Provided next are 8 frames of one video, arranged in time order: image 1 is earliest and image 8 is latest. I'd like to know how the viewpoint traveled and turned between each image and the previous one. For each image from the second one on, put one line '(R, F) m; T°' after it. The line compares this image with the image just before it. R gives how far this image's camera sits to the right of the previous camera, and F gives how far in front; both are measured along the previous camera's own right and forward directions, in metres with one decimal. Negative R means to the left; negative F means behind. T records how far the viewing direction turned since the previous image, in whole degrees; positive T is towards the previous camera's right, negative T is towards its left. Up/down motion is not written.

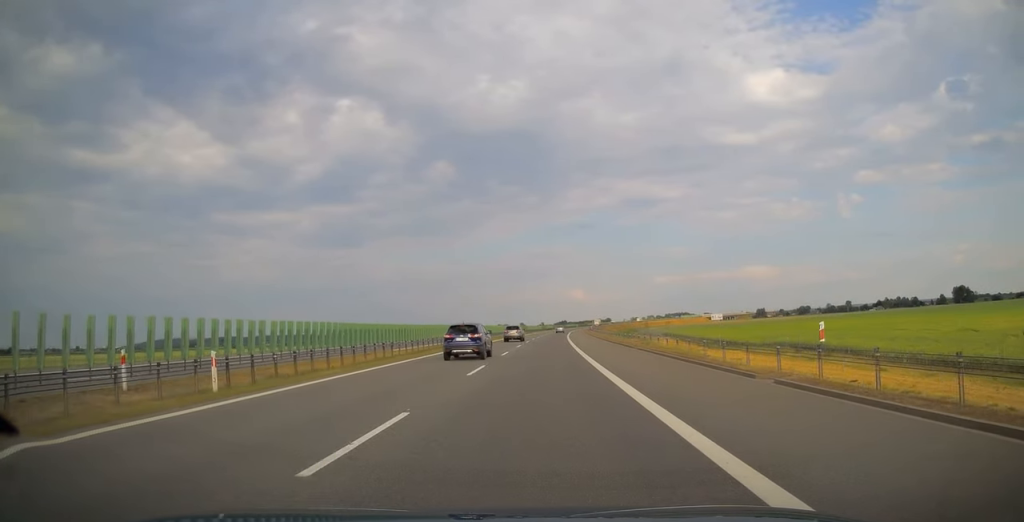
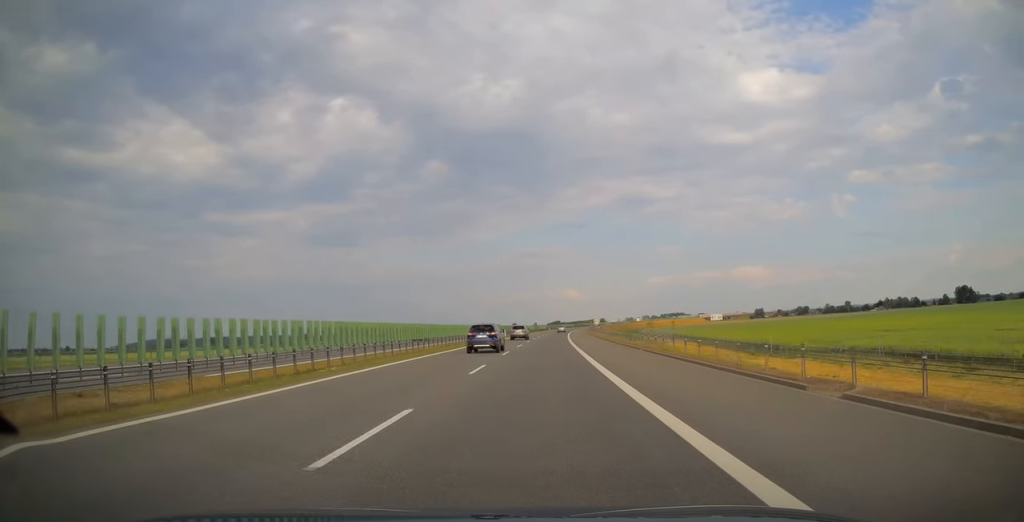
(+0.4, +23.7) m; +1°
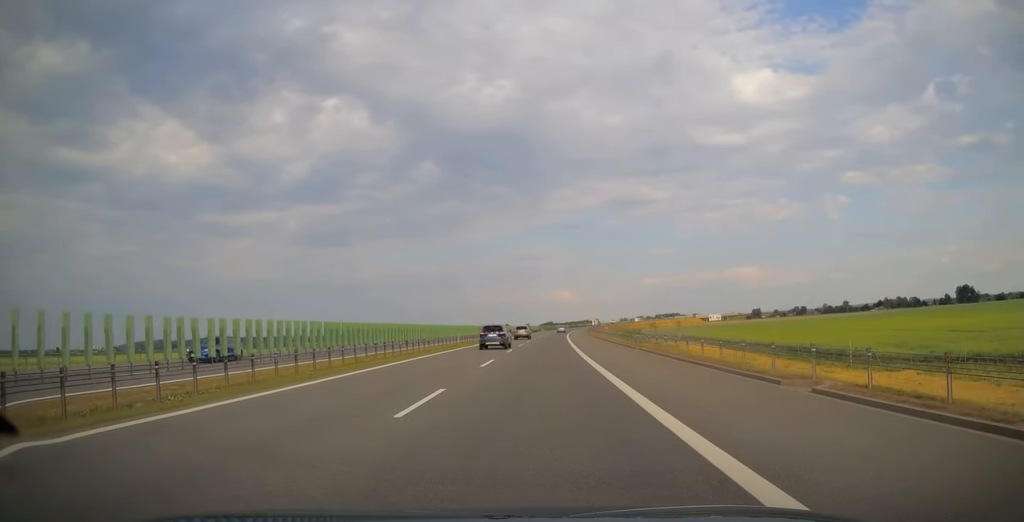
(-0.1, +20.5) m; +1°
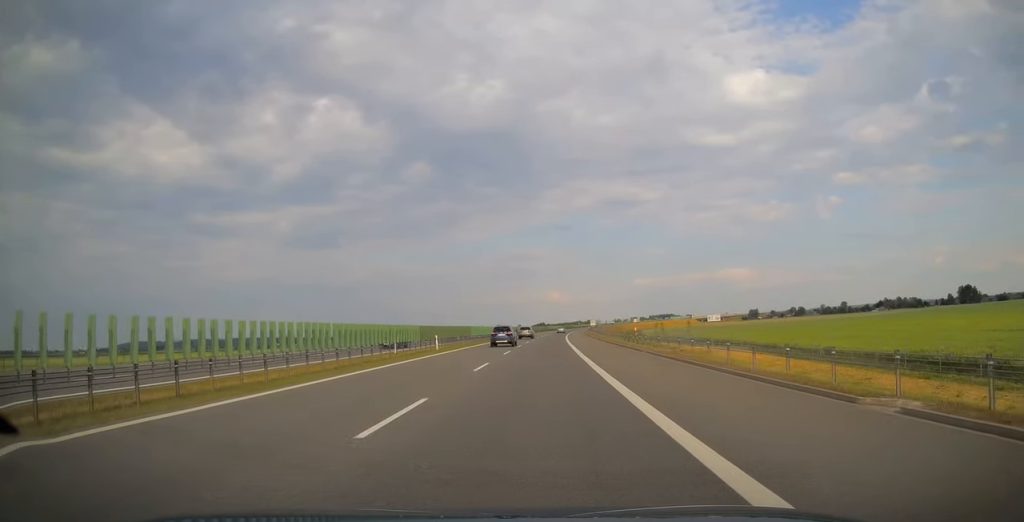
(+0.3, +25.9) m; +1°
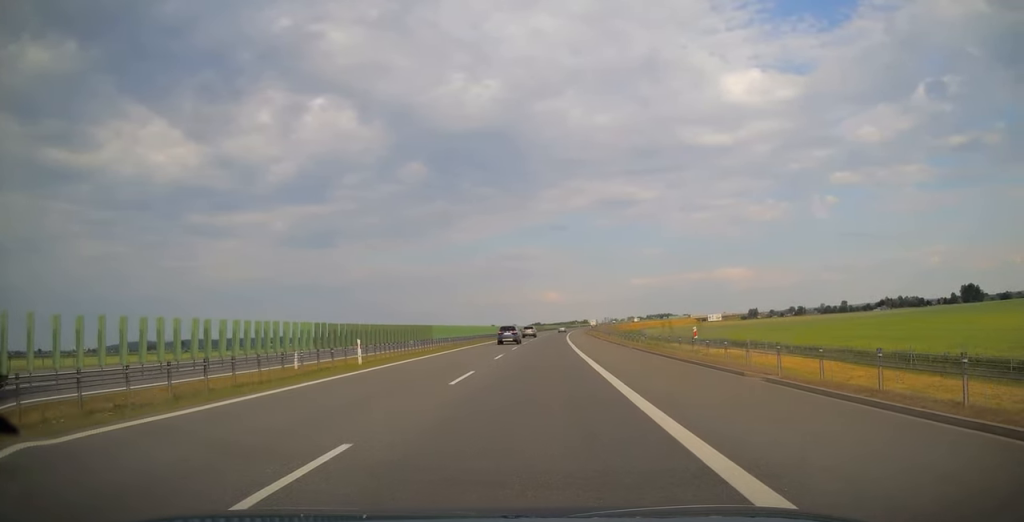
(+0.1, +16.7) m; 0°
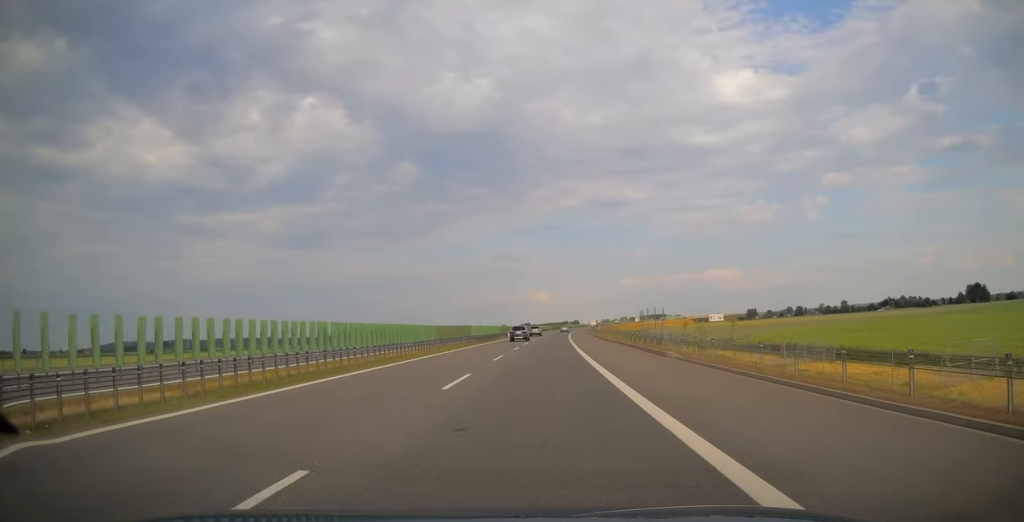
(+0.2, +37.2) m; +1°
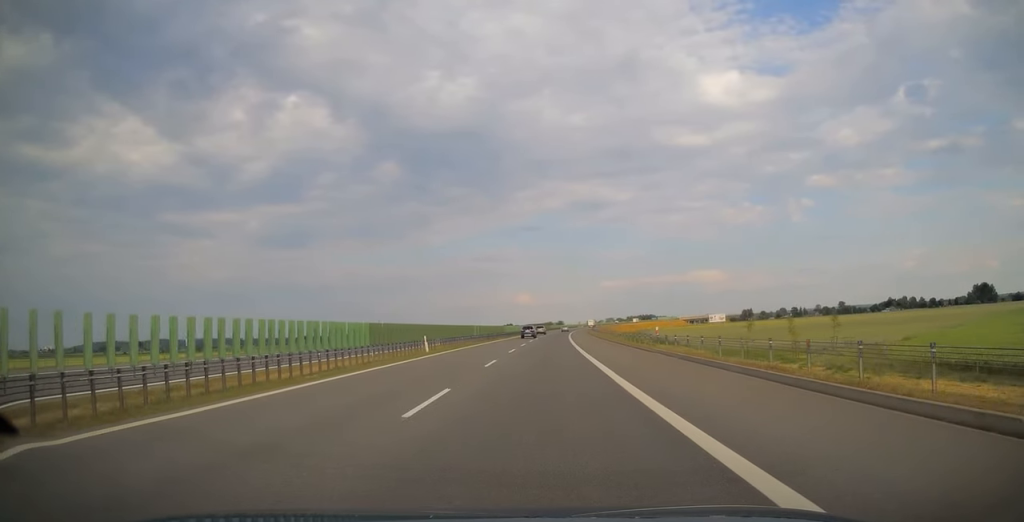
(+0.6, +52.3) m; +1°
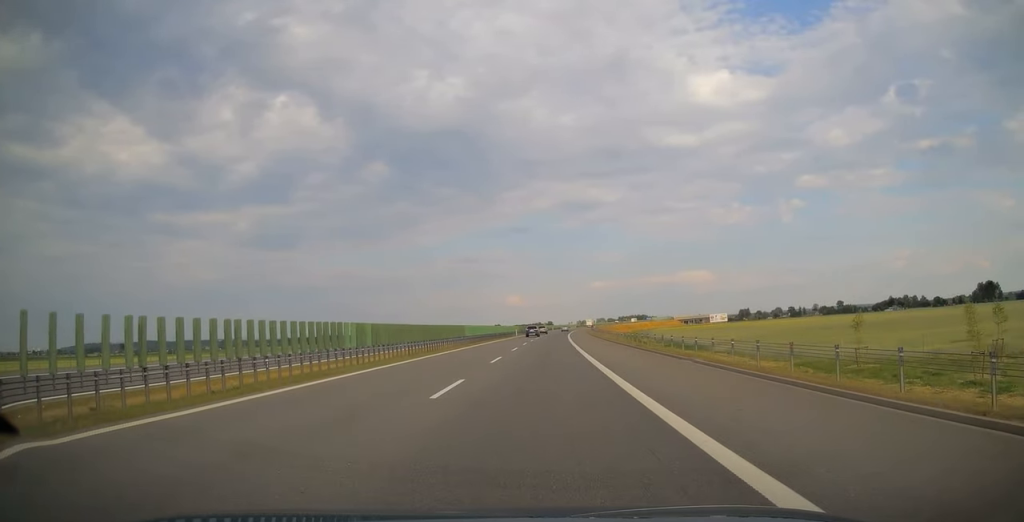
(+0.4, +33.4) m; +1°
